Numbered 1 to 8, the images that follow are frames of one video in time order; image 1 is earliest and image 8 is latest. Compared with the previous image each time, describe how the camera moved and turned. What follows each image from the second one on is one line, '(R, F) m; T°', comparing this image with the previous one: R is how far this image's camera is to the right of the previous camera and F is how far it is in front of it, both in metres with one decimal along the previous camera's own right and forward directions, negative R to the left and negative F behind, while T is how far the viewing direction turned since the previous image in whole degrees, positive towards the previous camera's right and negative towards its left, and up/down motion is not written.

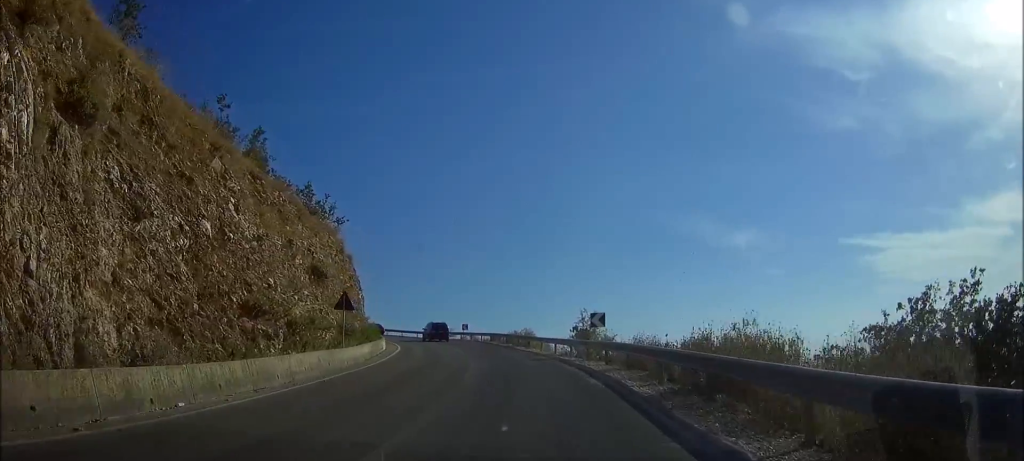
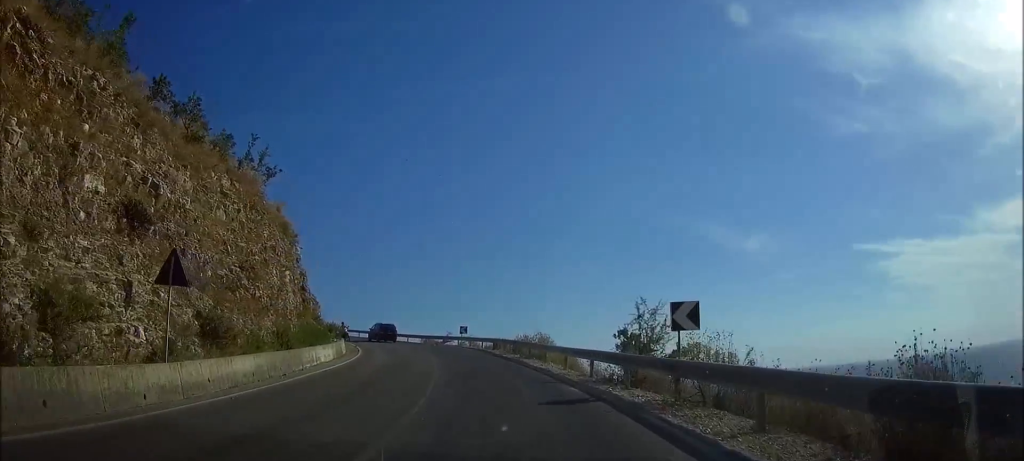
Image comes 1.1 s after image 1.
(+0.1, +14.4) m; -1°
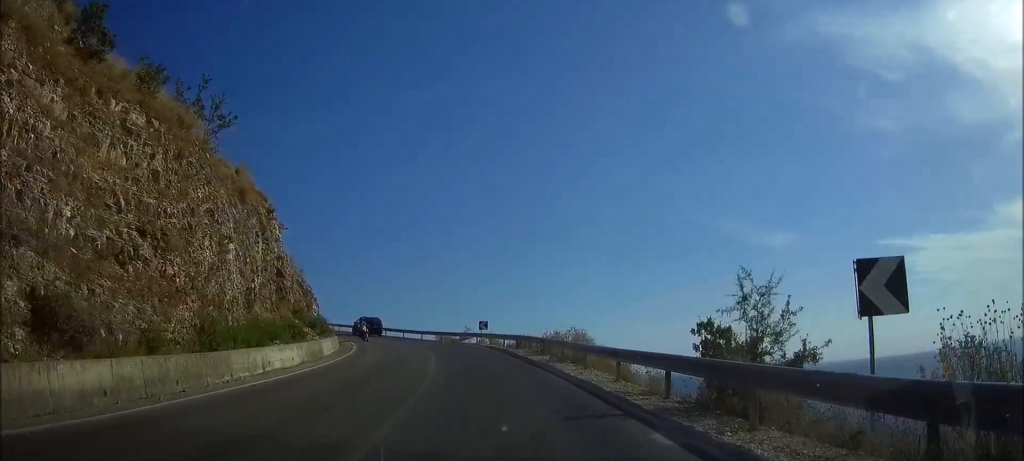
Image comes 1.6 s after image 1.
(-0.1, +7.5) m; -2°
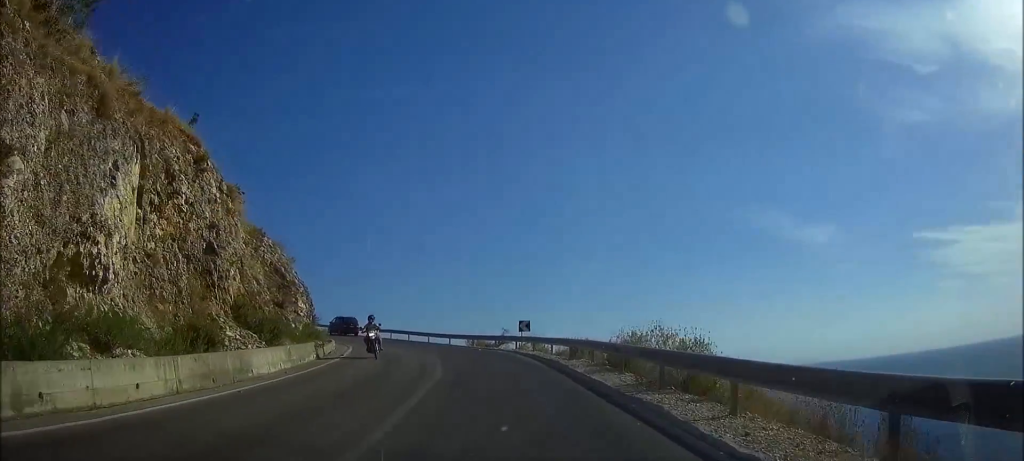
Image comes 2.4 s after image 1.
(-0.3, +10.8) m; -4°
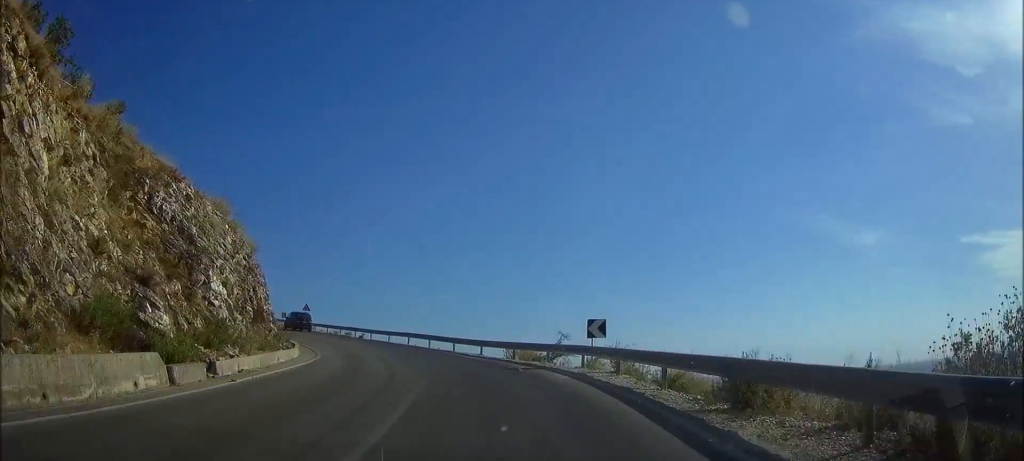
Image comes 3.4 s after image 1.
(-0.7, +14.2) m; -7°
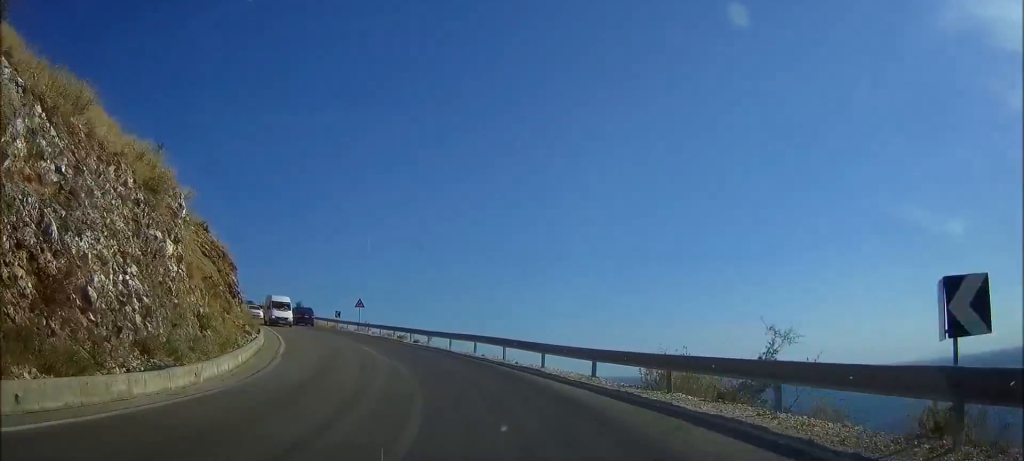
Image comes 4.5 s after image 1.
(-1.2, +14.7) m; -8°
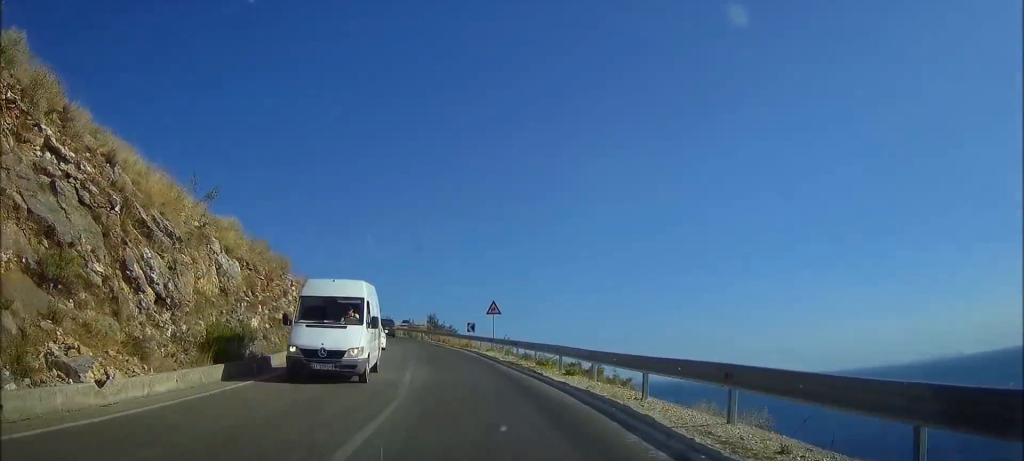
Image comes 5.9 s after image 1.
(-1.0, +18.4) m; -10°
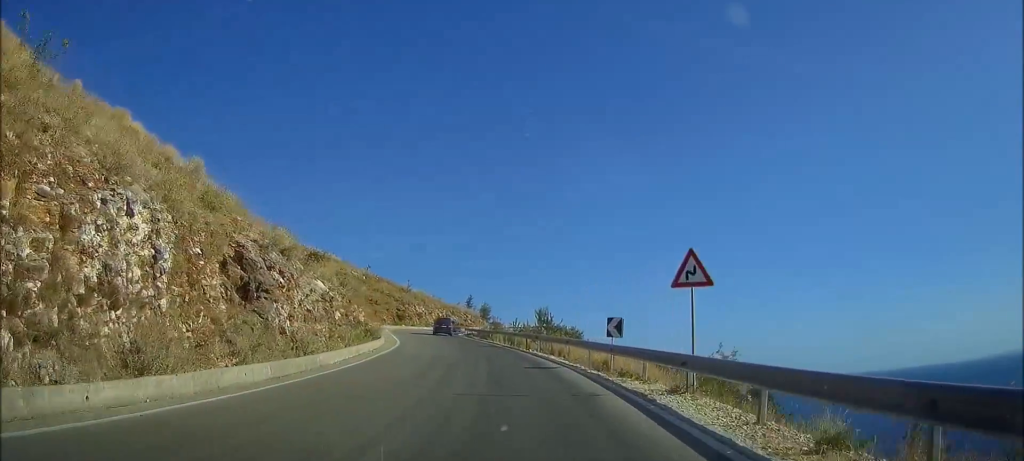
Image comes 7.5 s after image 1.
(-3.6, +22.8) m; -12°
